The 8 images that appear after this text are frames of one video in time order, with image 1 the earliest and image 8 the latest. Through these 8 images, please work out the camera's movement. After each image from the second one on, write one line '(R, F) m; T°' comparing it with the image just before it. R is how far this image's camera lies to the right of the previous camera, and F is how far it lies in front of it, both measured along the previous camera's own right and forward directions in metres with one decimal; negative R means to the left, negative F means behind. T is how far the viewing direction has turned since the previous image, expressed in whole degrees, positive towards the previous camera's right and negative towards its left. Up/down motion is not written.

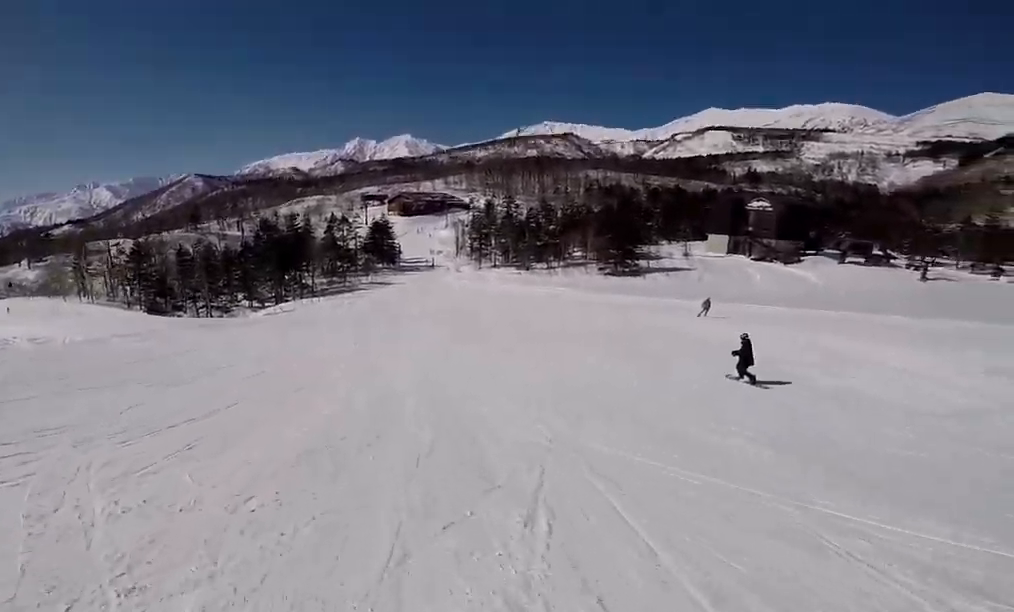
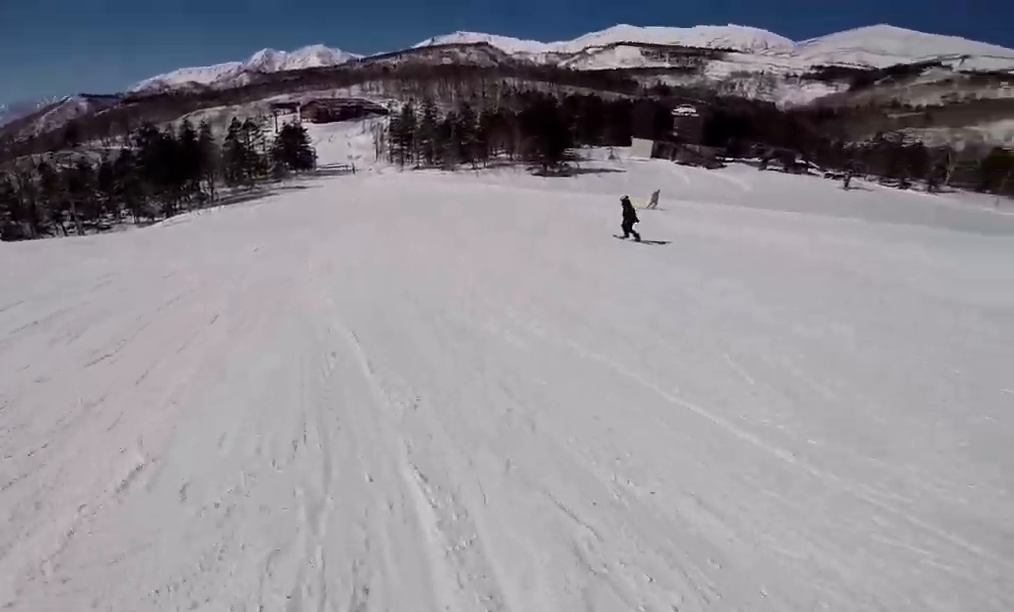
(-0.1, +6.1) m; -2°
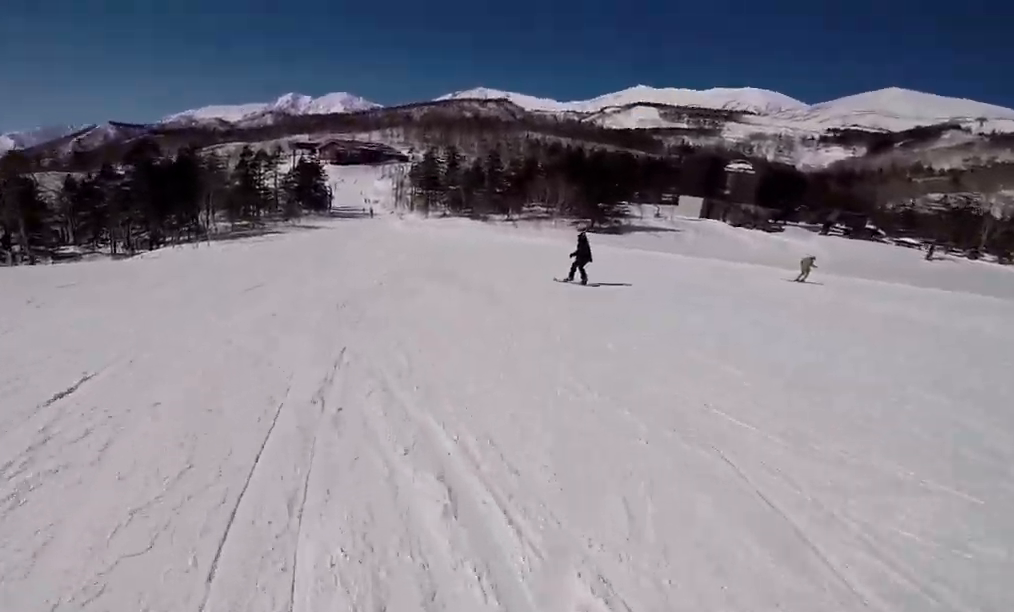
(-0.3, +9.6) m; +1°
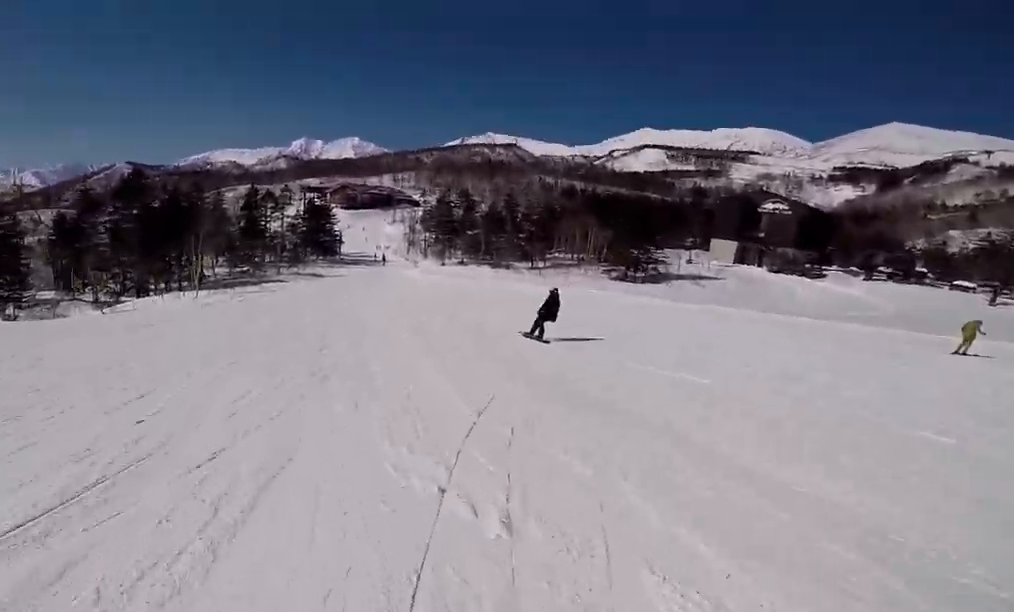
(+0.3, +5.9) m; +2°
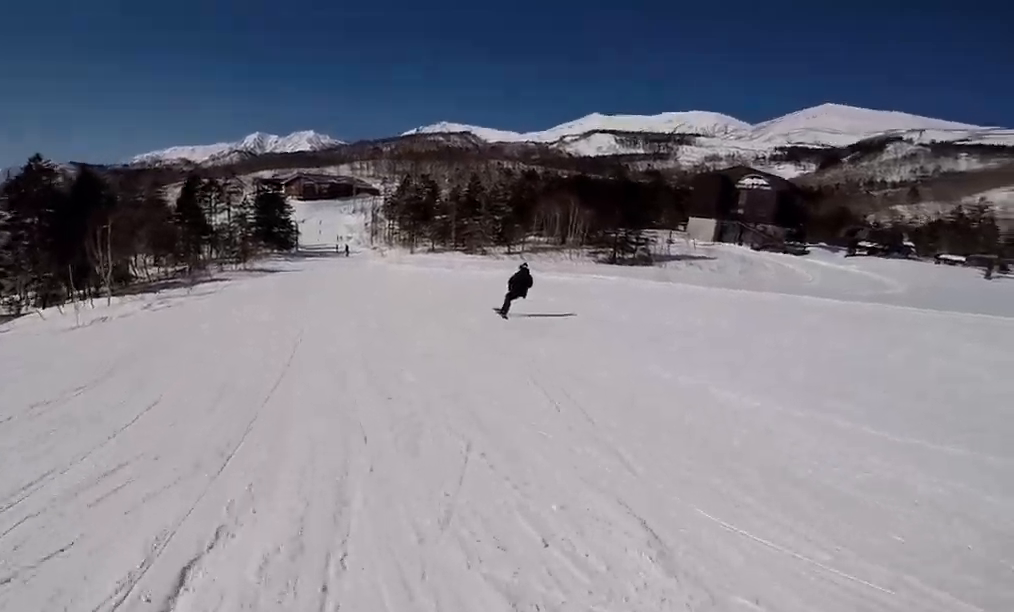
(+0.1, +7.1) m; 0°
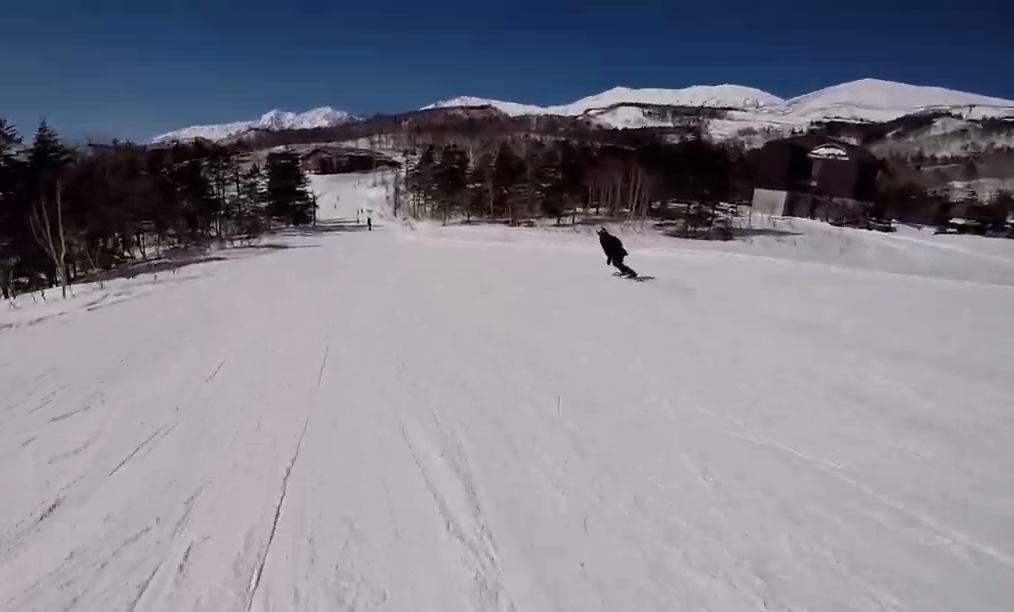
(0.0, +7.3) m; 0°
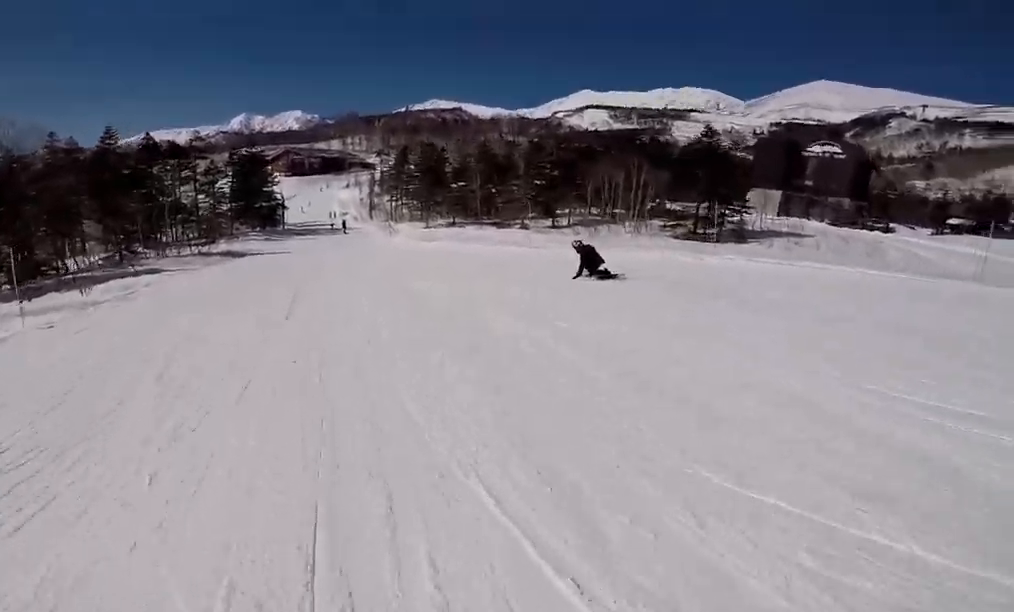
(-0.2, +6.3) m; +2°
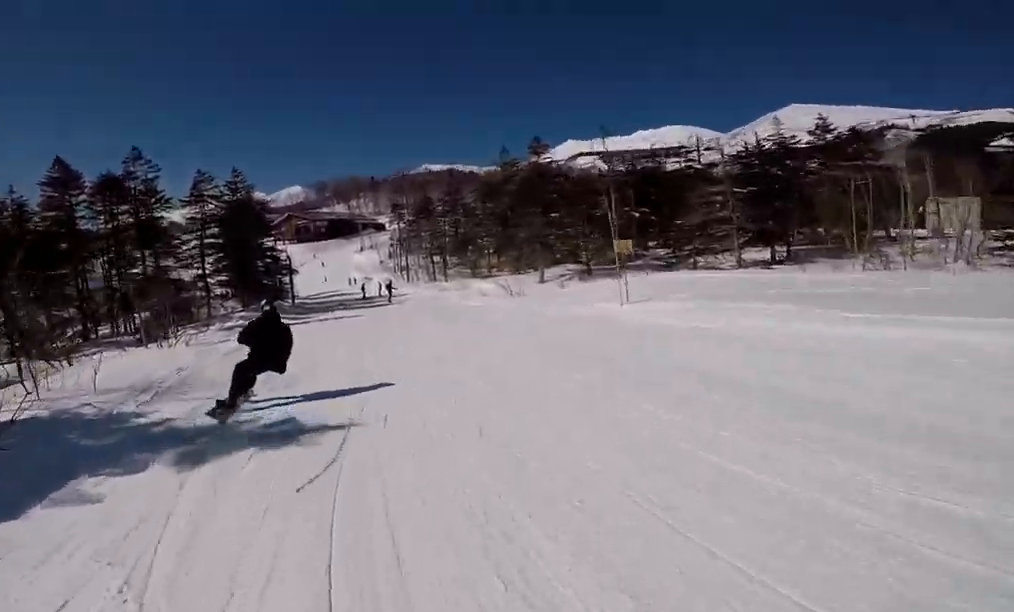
(+1.7, +23.8) m; +1°
